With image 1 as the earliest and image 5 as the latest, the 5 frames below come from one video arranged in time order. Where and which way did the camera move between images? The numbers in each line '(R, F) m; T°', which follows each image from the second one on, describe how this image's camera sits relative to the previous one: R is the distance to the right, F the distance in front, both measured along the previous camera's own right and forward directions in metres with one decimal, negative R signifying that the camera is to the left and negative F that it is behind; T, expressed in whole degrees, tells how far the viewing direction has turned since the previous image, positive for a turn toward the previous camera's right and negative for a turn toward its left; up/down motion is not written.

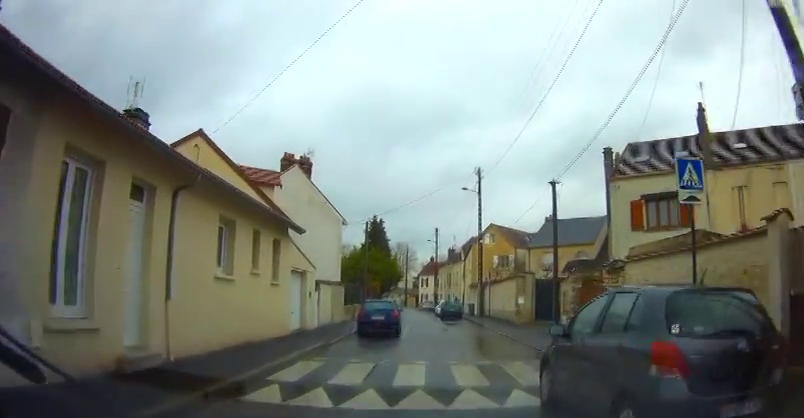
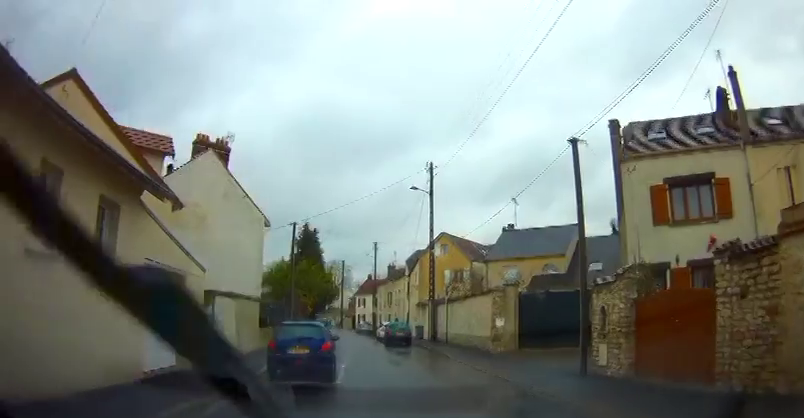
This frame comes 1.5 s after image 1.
(+0.4, +7.0) m; +6°
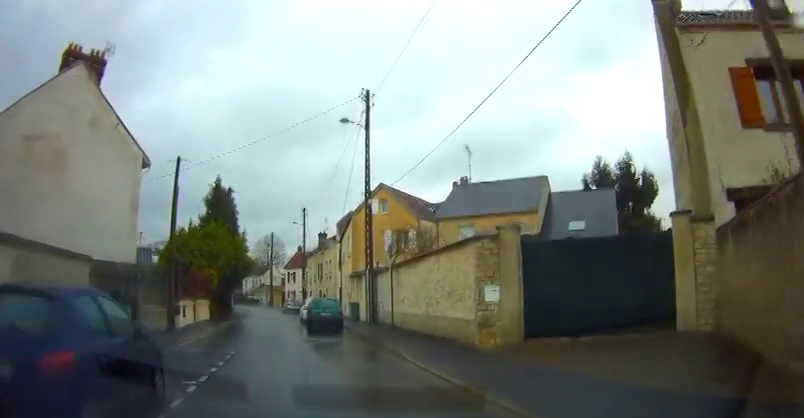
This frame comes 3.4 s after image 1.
(0.0, +8.2) m; 0°
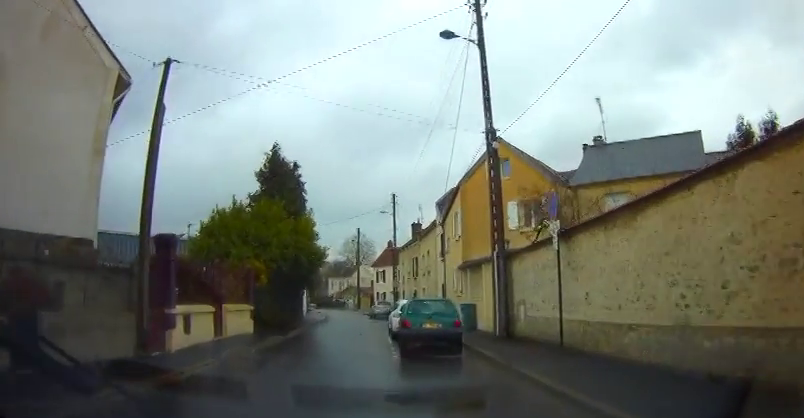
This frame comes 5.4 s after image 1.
(+0.1, +8.9) m; -4°
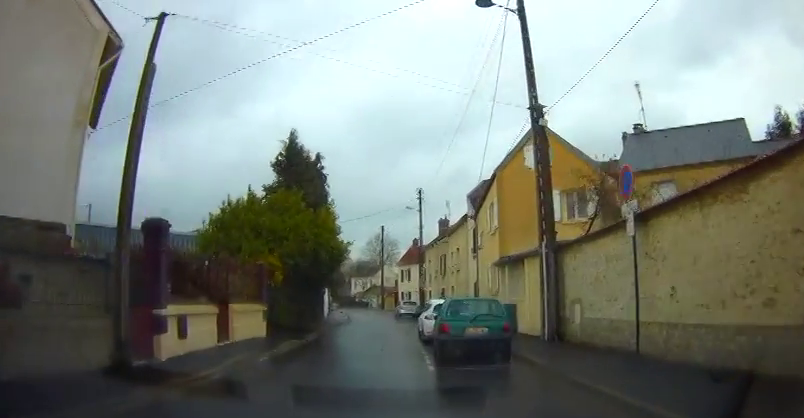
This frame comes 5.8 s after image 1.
(-0.1, +2.1) m; -3°
